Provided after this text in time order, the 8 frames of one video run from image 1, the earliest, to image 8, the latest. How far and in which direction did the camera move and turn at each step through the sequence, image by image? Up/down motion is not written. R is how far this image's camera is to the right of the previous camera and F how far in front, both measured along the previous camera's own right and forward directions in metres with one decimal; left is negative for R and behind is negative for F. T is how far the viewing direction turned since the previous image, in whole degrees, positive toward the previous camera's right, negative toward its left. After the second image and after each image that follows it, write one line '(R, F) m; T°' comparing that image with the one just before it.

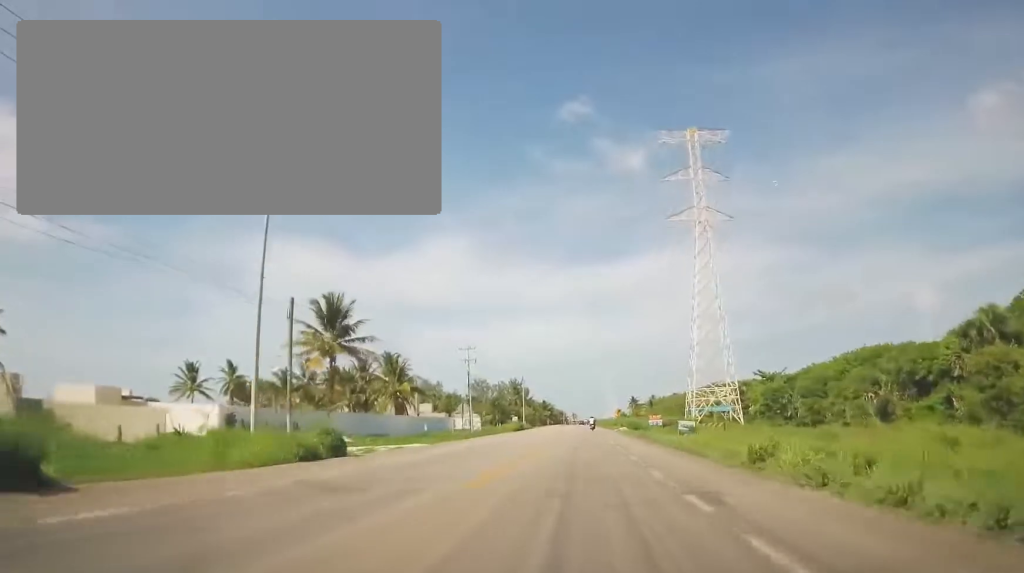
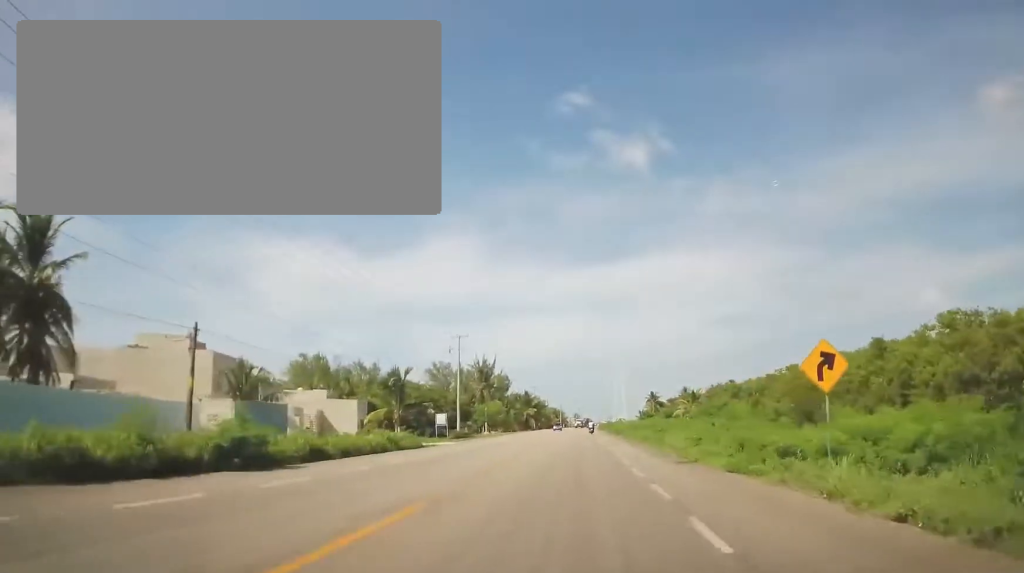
(+0.9, +73.8) m; -1°
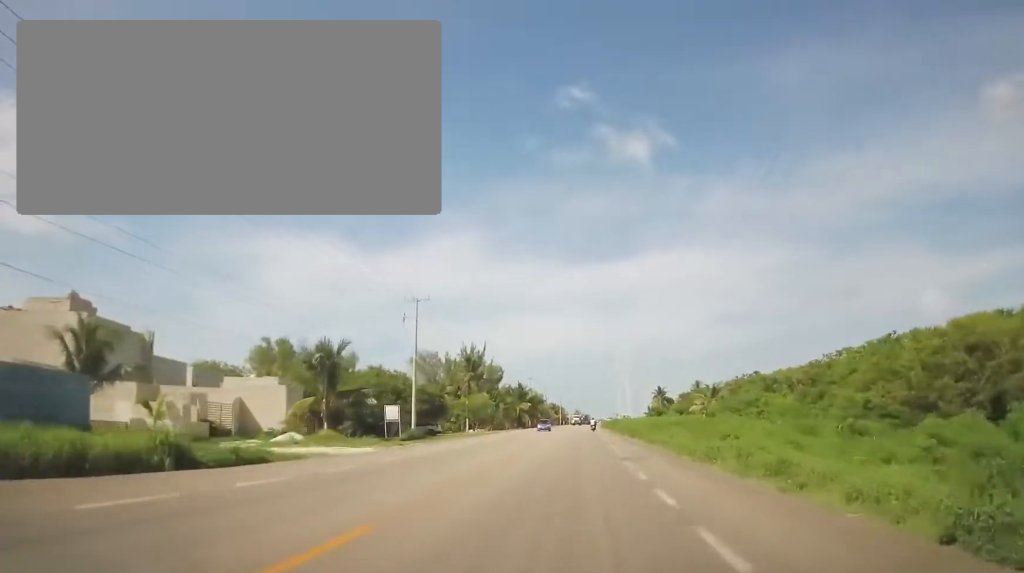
(-0.2, +17.3) m; -1°
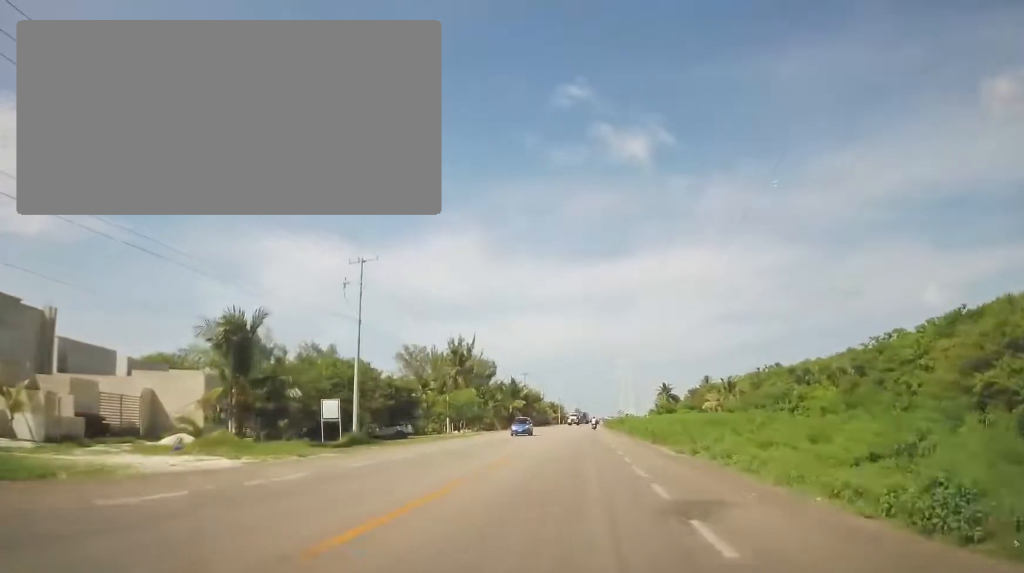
(-0.1, +12.1) m; 0°
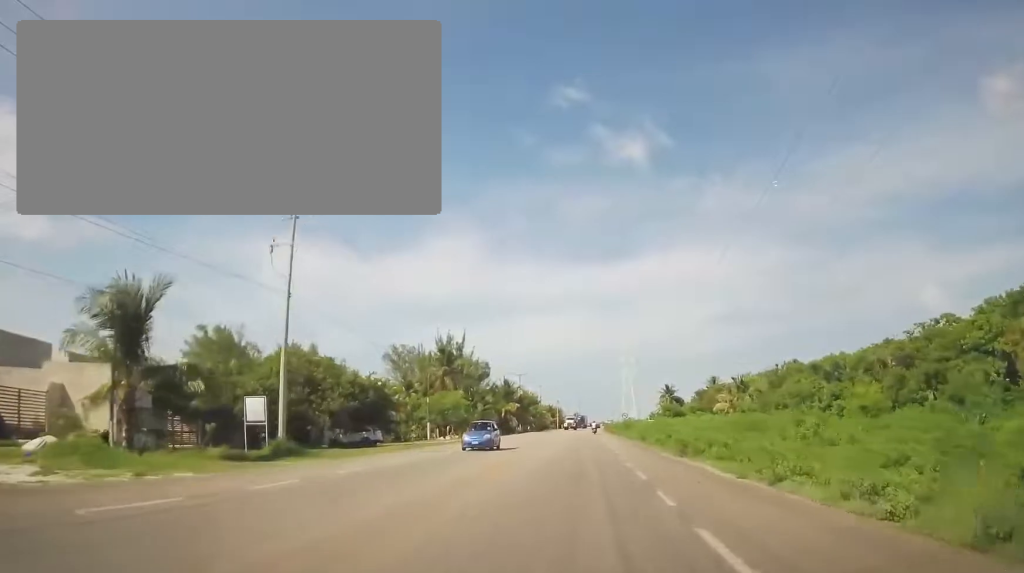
(0.0, +8.8) m; 0°
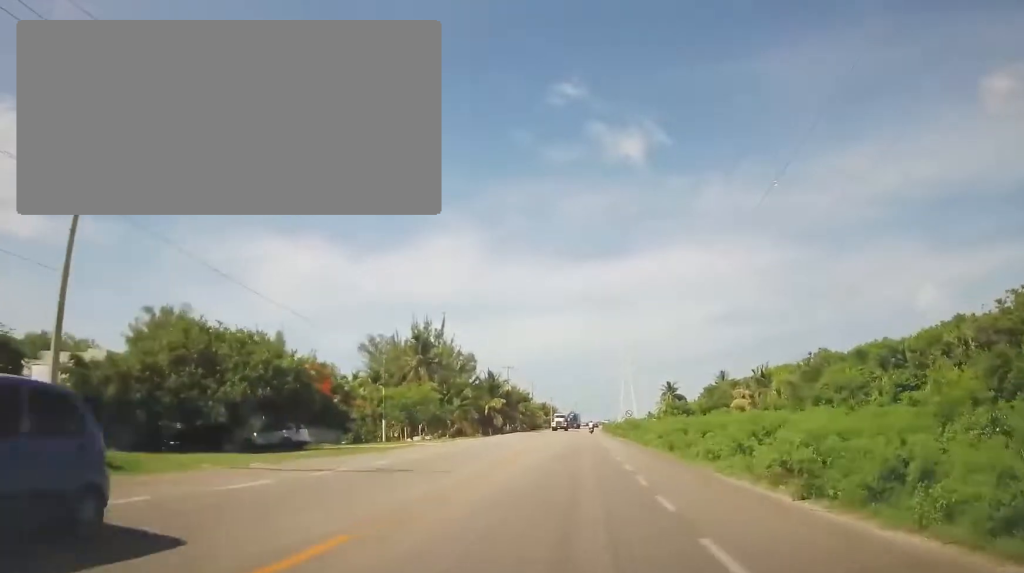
(0.0, +13.0) m; +1°
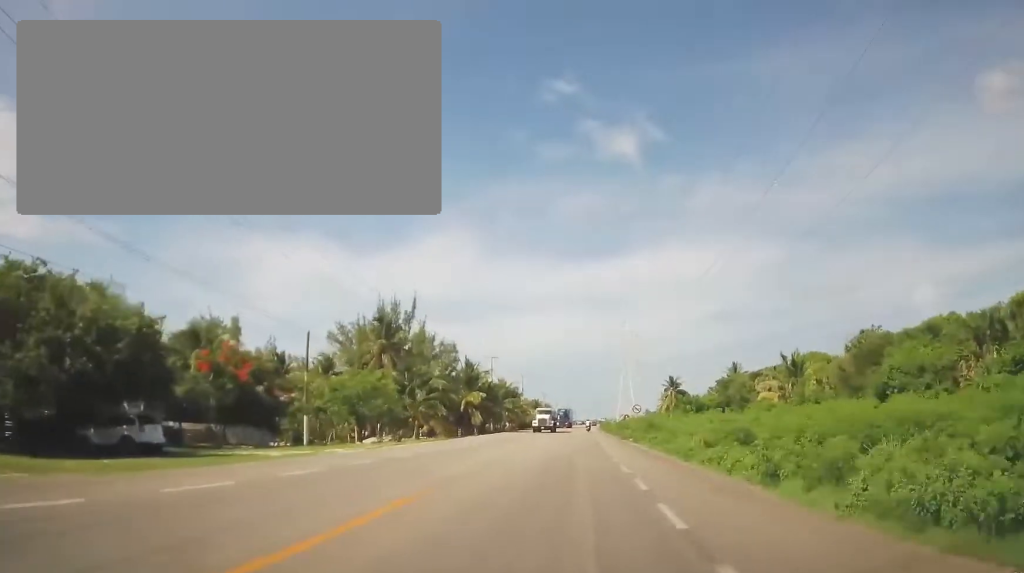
(+0.2, +13.9) m; +1°
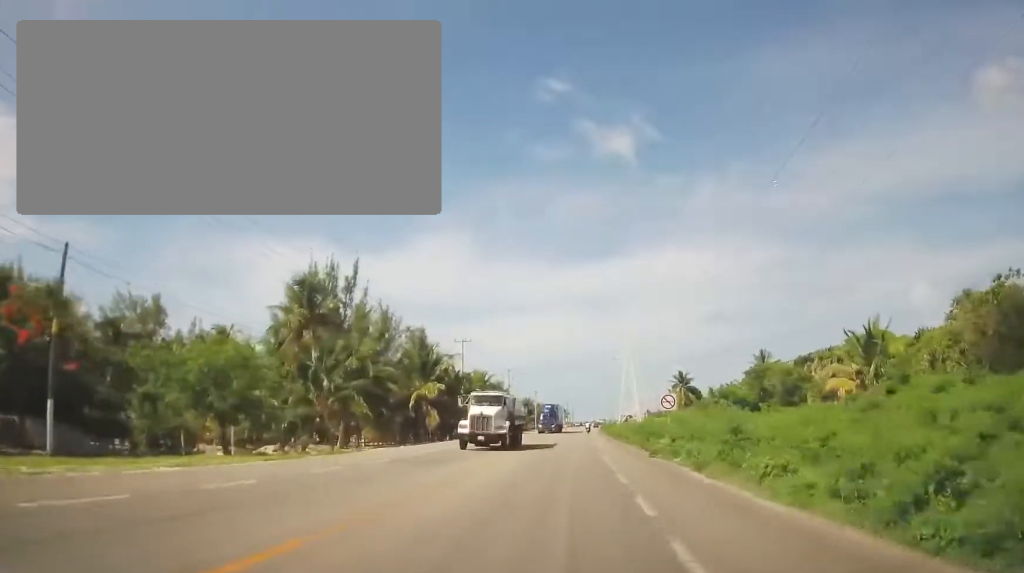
(+0.1, +19.8) m; -1°
